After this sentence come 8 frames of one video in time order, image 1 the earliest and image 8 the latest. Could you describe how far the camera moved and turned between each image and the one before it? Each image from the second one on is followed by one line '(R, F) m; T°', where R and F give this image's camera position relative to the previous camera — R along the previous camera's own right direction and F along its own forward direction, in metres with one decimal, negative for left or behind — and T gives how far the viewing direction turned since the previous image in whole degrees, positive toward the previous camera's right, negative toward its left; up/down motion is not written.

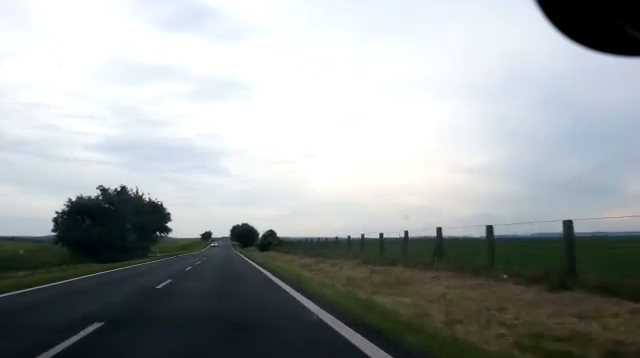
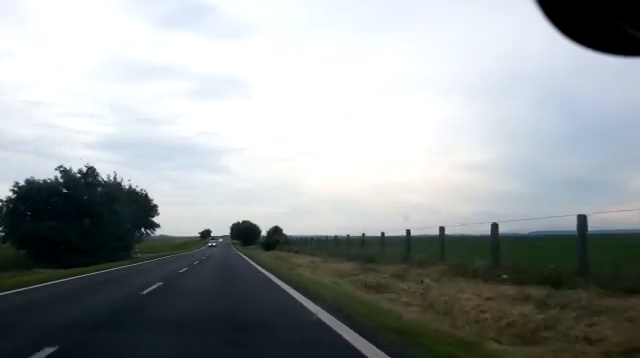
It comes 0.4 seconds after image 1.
(0.0, +10.9) m; 0°
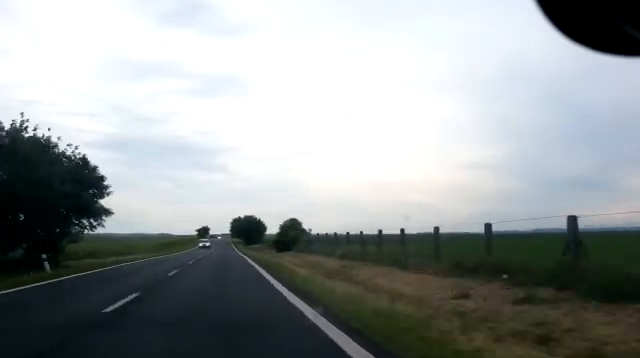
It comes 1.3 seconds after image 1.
(0.0, +21.0) m; 0°
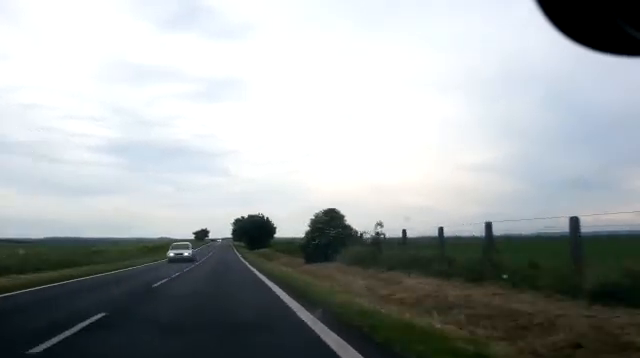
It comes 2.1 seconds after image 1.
(+0.1, +20.9) m; 0°
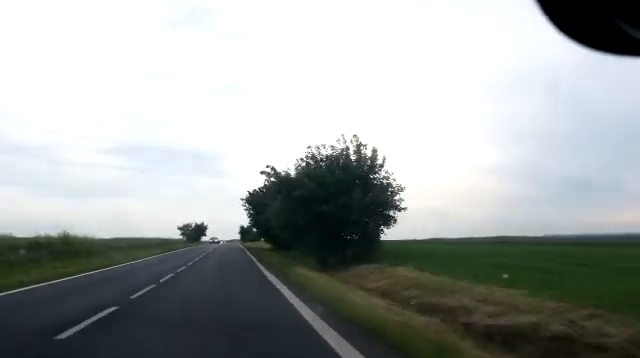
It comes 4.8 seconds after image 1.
(-0.9, +67.6) m; -1°
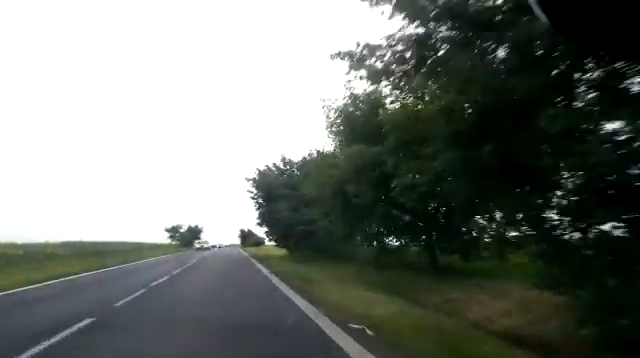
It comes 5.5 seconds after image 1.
(+0.1, +19.4) m; +1°
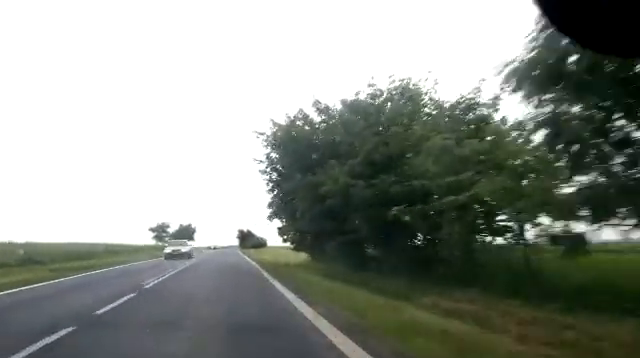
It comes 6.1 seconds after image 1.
(+0.1, +14.2) m; 0°
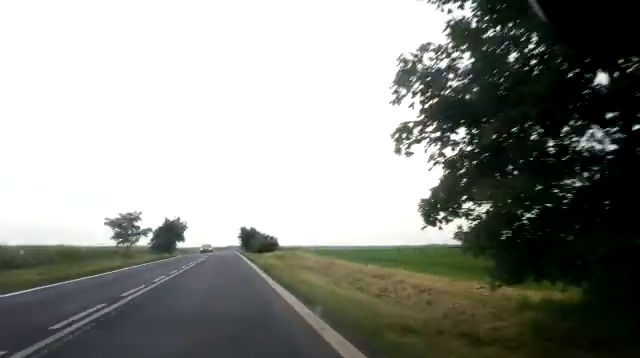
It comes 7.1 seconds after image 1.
(-0.1, +25.0) m; -1°
